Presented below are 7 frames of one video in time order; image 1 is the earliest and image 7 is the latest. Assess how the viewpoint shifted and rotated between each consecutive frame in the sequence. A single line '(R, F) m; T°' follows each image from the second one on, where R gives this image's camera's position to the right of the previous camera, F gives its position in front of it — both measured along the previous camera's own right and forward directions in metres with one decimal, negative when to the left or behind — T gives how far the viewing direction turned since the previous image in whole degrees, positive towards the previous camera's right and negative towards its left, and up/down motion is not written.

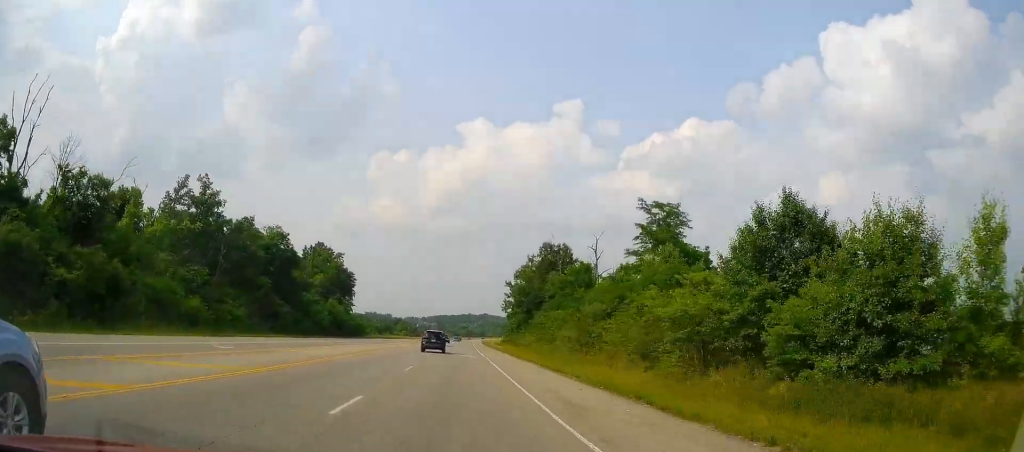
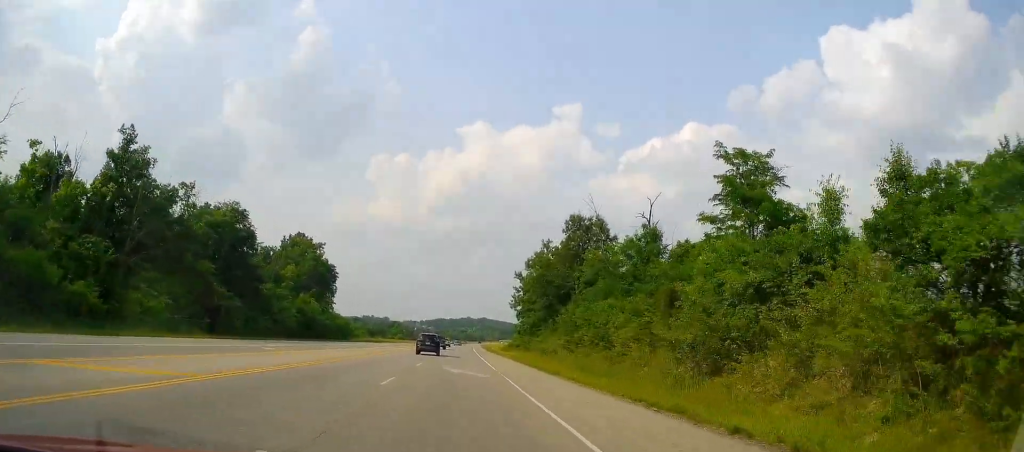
(+0.2, +18.5) m; +2°
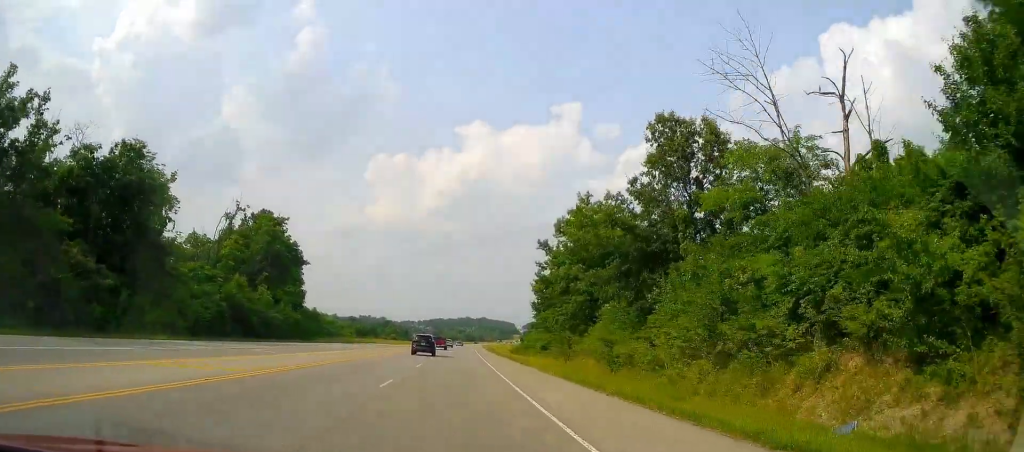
(+0.8, +25.3) m; +2°
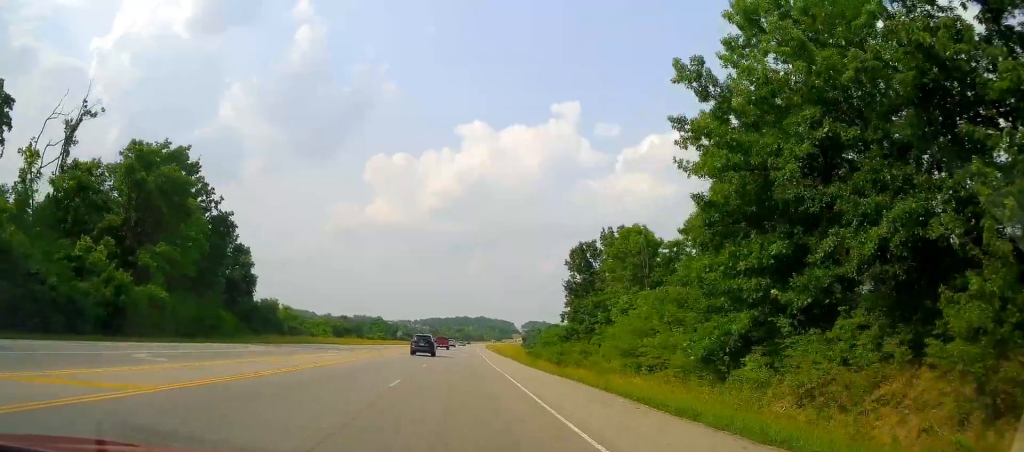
(-0.4, +35.8) m; -2°
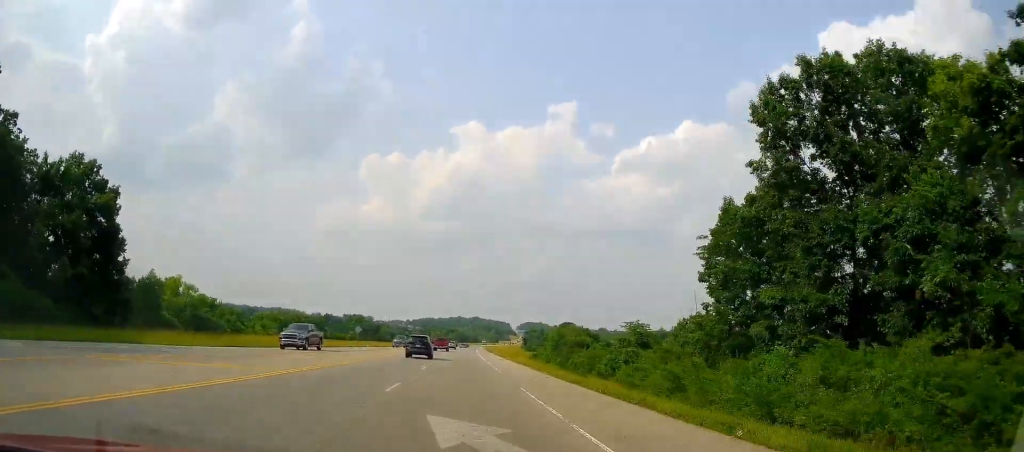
(+1.5, +48.1) m; +3°
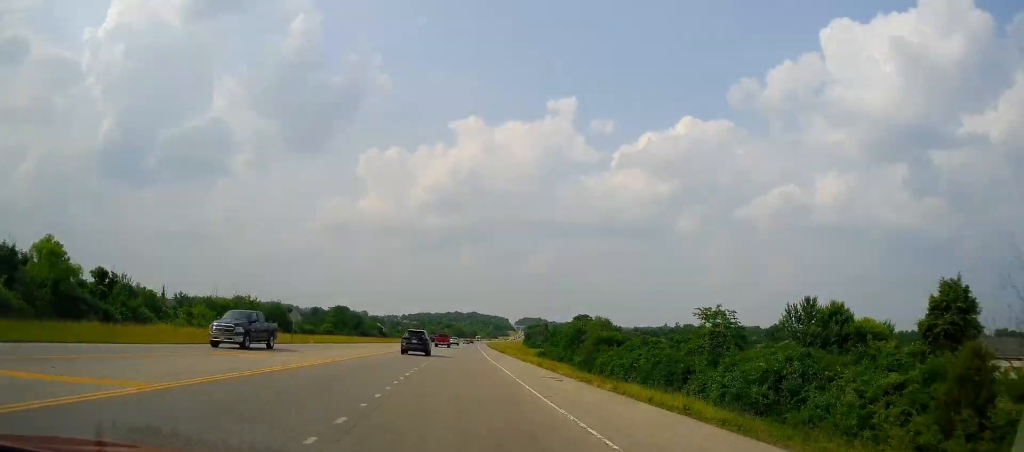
(-0.6, +34.1) m; -1°
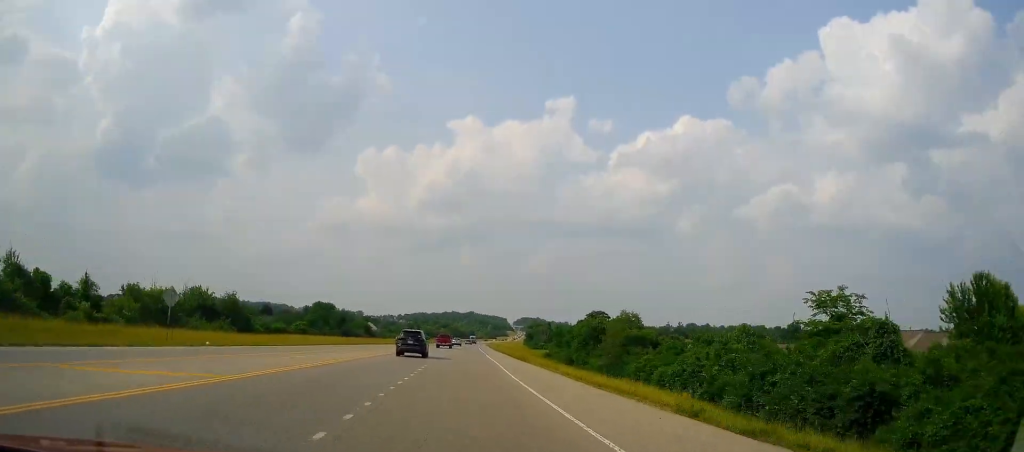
(0.0, +25.9) m; 0°
